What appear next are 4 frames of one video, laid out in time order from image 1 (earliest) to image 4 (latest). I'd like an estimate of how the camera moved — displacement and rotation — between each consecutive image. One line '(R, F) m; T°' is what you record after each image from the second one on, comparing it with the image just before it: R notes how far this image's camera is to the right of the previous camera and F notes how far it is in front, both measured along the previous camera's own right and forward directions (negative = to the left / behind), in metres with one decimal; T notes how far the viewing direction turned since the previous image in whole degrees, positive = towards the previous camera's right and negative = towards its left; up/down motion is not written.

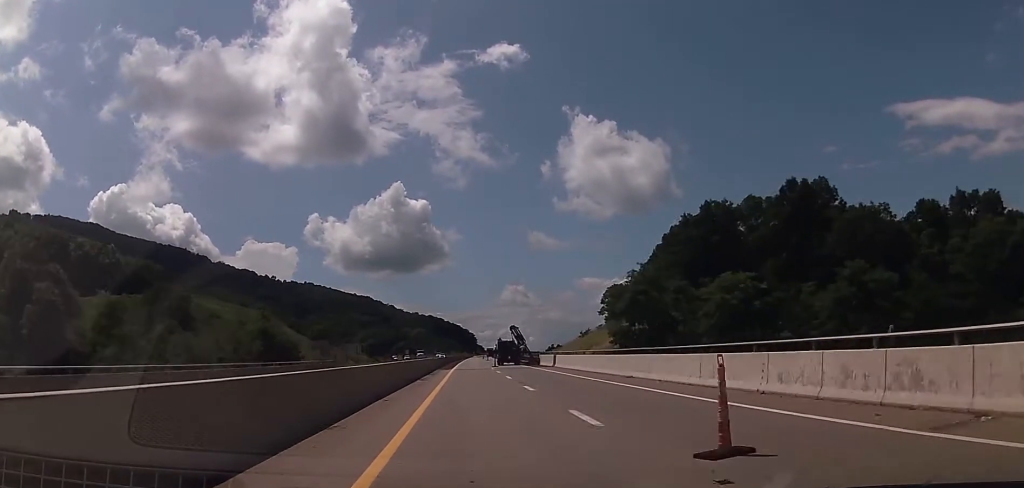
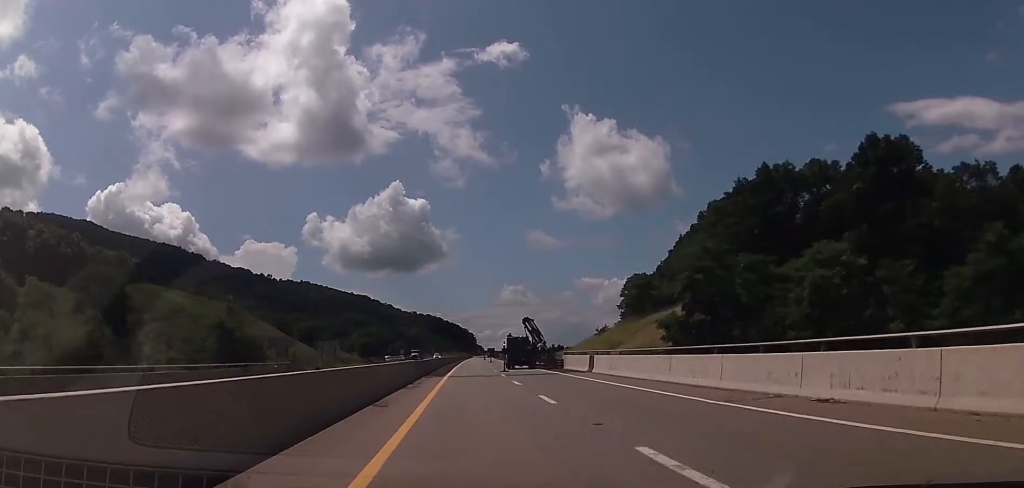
(0.0, +18.9) m; 0°
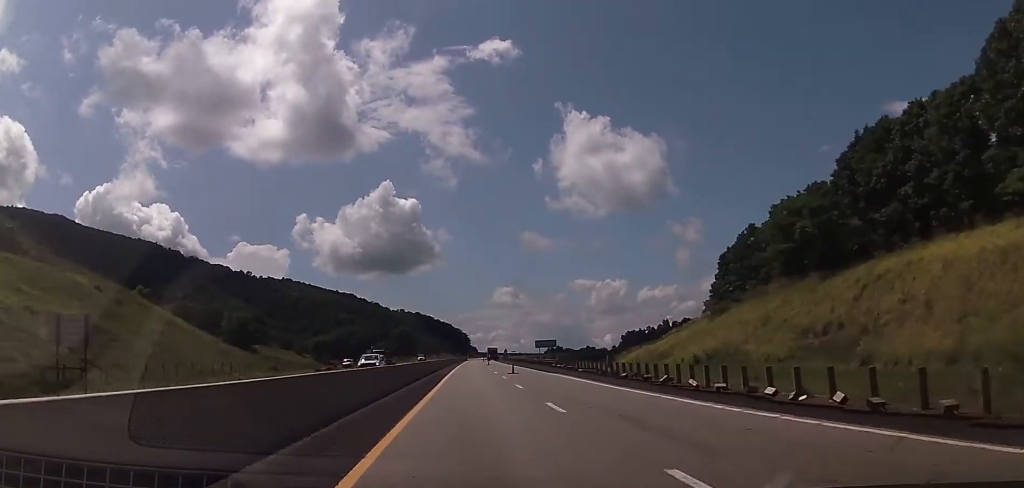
(0.0, +63.4) m; +1°
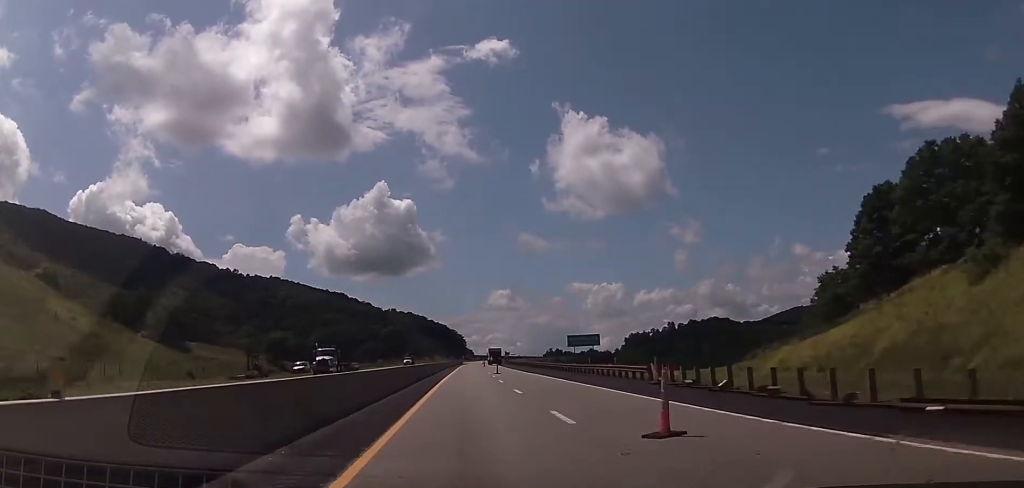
(+0.5, +38.4) m; 0°
